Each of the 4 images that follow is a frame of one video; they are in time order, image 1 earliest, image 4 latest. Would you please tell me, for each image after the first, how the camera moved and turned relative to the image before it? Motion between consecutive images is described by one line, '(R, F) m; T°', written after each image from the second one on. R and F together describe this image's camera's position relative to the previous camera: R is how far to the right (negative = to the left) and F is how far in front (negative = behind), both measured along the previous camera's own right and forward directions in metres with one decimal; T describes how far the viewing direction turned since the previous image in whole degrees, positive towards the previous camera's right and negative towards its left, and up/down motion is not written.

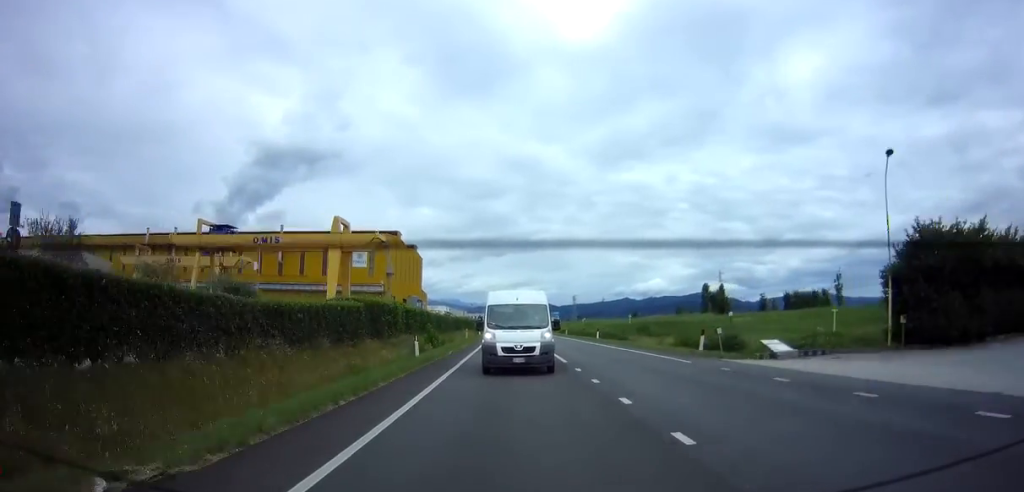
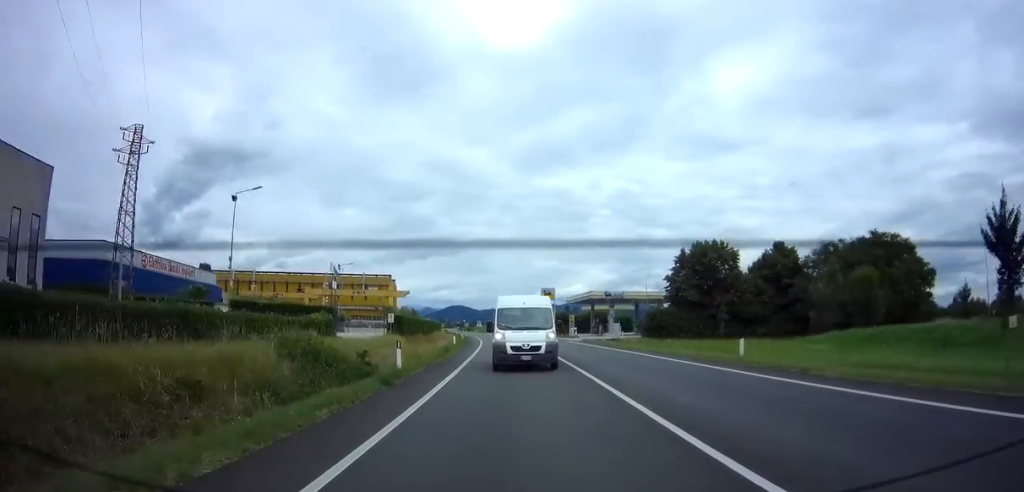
(+7.2, +92.6) m; +8°
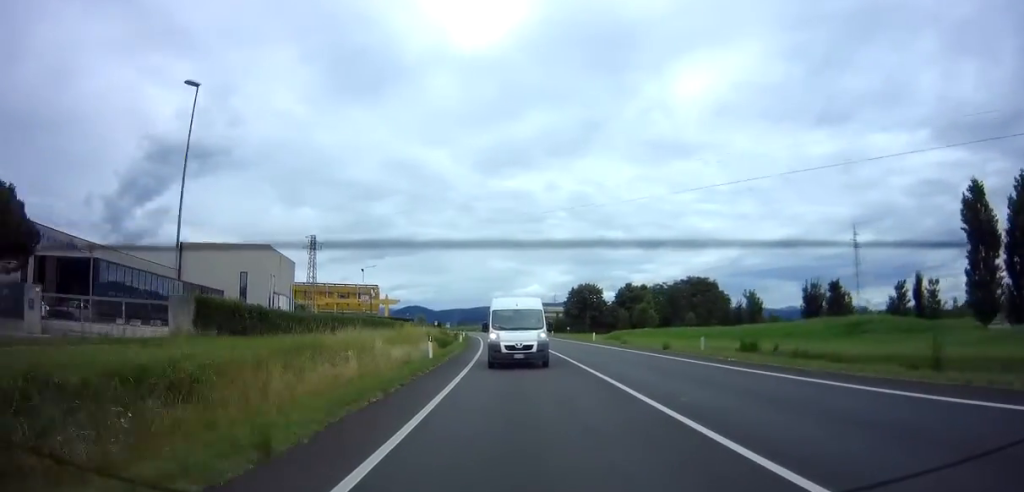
(+2.1, +53.6) m; +5°
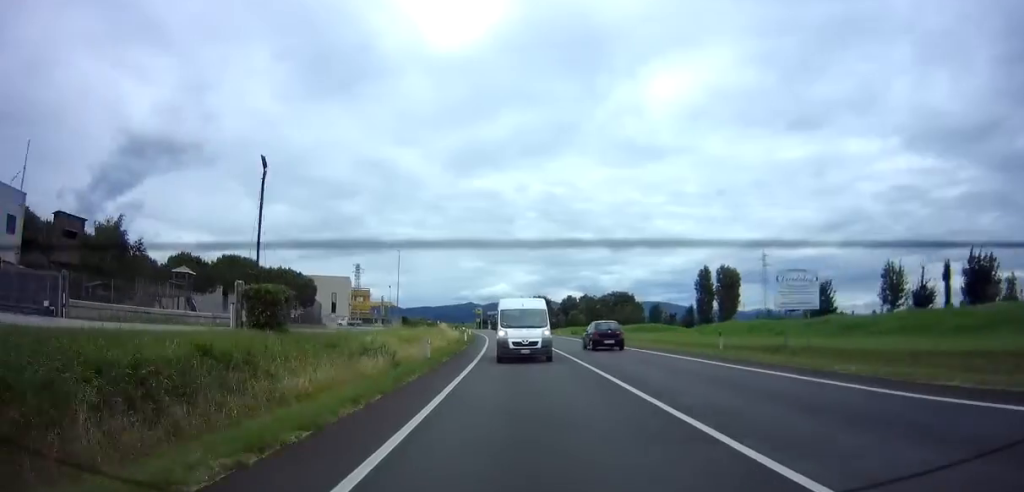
(+1.6, +46.8) m; +4°
